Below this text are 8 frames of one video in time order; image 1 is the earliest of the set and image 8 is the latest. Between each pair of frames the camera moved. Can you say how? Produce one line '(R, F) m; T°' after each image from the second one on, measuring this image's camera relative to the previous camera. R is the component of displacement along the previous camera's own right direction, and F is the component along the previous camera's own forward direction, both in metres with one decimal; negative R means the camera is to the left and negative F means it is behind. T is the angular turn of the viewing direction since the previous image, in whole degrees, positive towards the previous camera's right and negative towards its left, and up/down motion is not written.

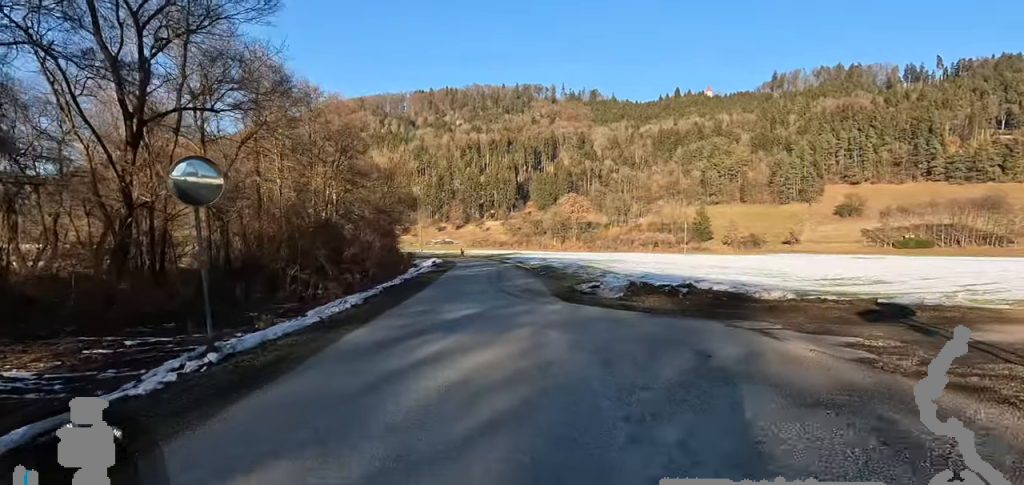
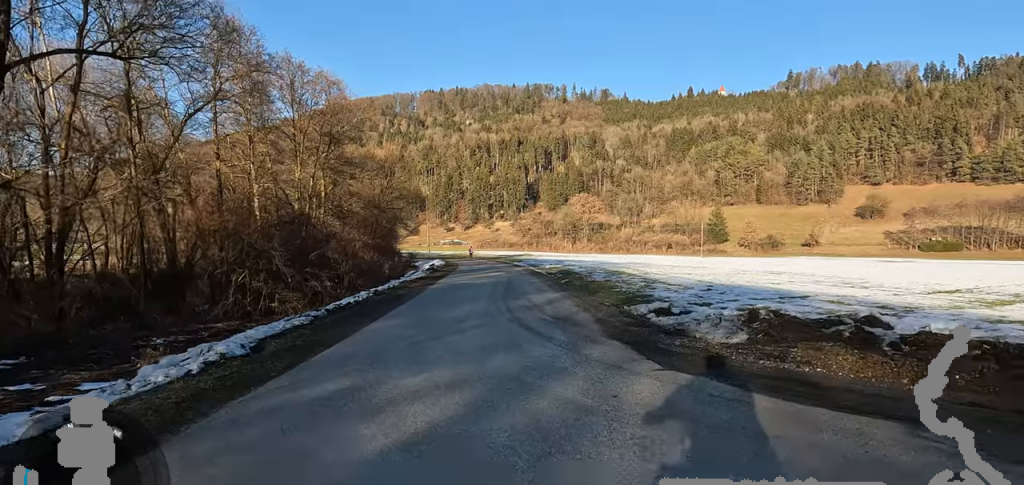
(-0.8, +6.1) m; -8°
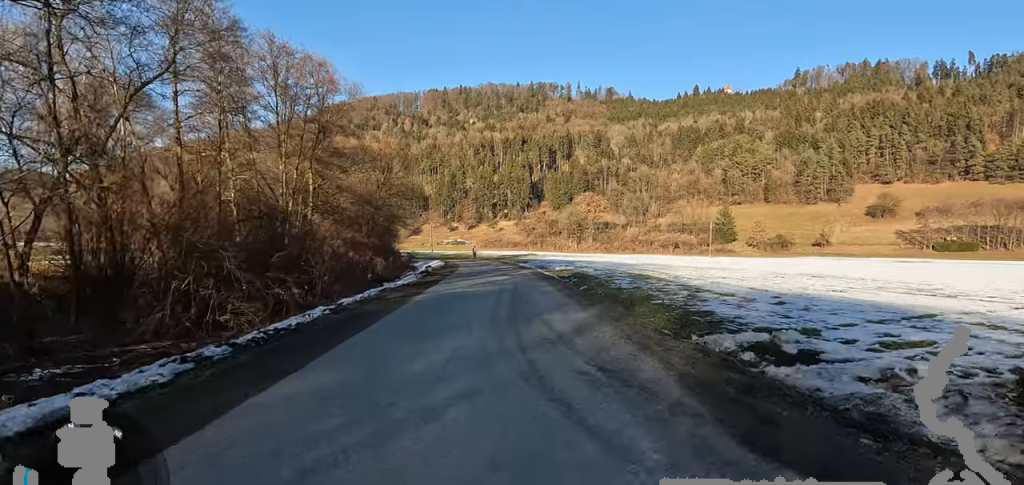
(-0.4, +3.8) m; +3°
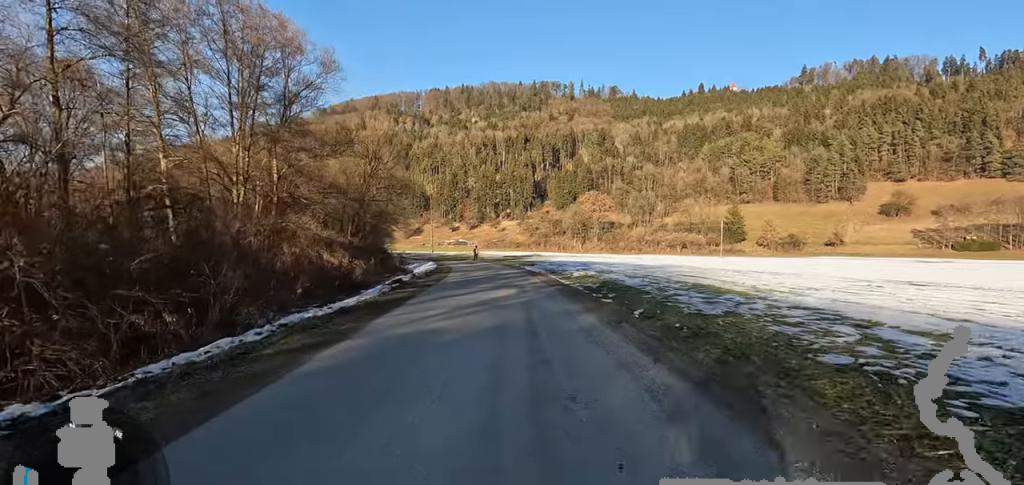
(+1.1, +6.5) m; +3°
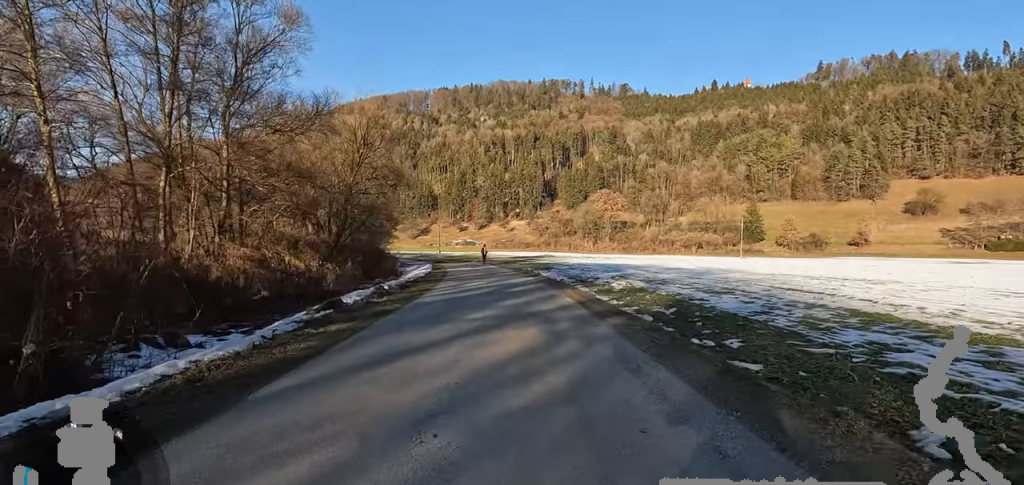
(-1.1, +7.2) m; -5°
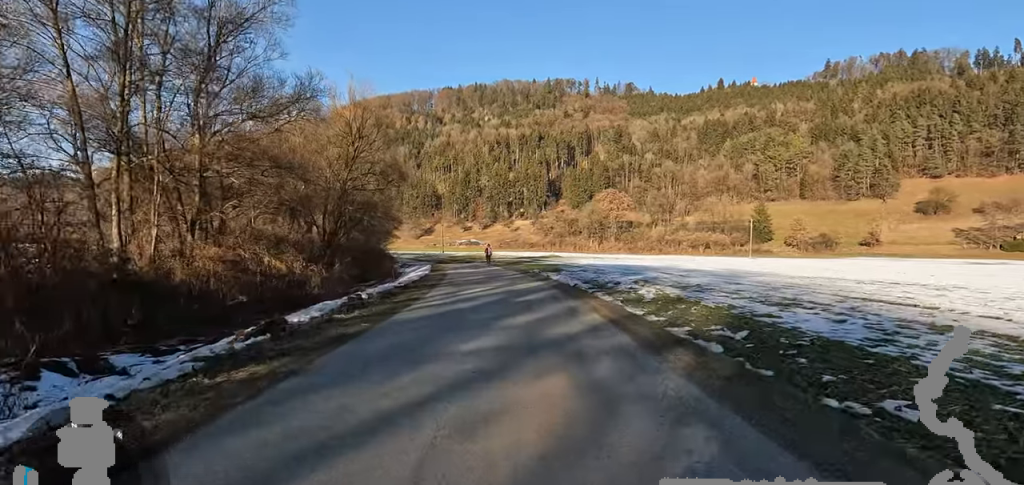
(0.0, +2.8) m; +3°
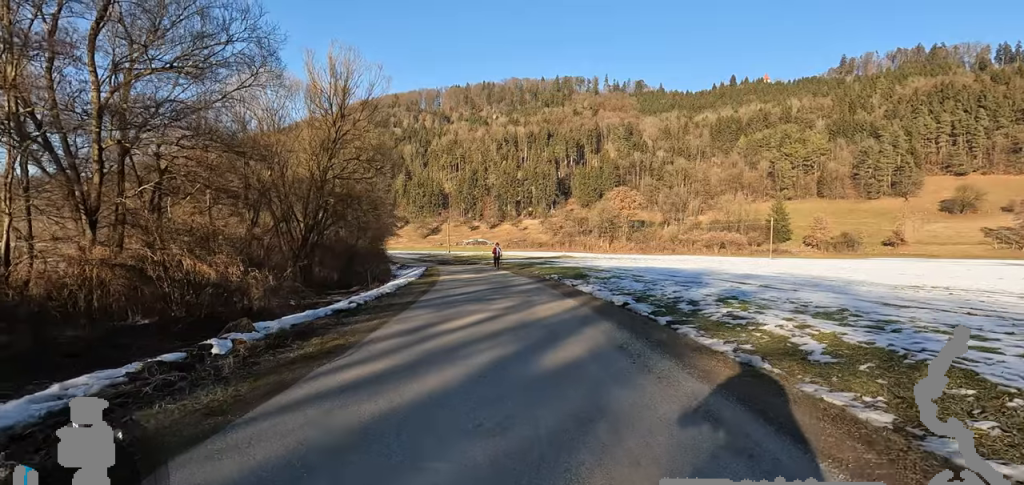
(+0.9, +6.6) m; 0°
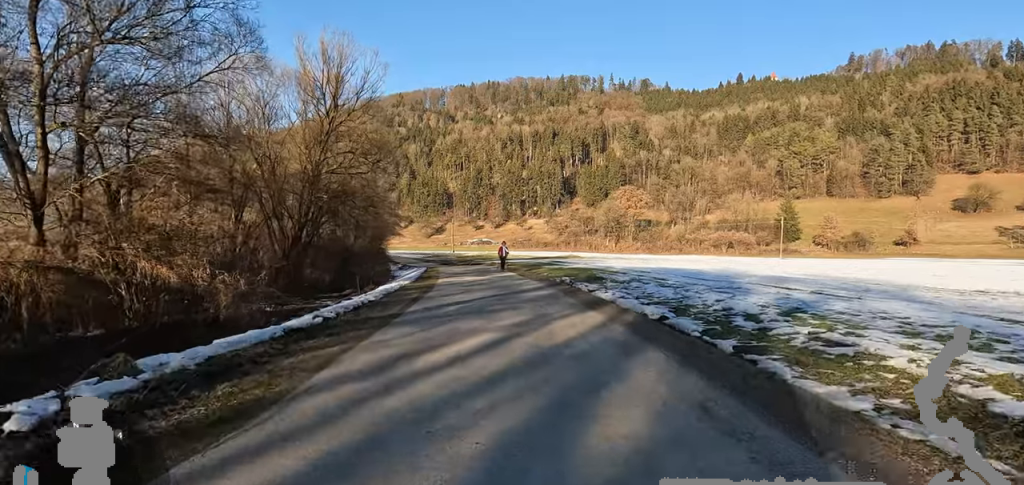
(+0.1, +2.6) m; -6°
